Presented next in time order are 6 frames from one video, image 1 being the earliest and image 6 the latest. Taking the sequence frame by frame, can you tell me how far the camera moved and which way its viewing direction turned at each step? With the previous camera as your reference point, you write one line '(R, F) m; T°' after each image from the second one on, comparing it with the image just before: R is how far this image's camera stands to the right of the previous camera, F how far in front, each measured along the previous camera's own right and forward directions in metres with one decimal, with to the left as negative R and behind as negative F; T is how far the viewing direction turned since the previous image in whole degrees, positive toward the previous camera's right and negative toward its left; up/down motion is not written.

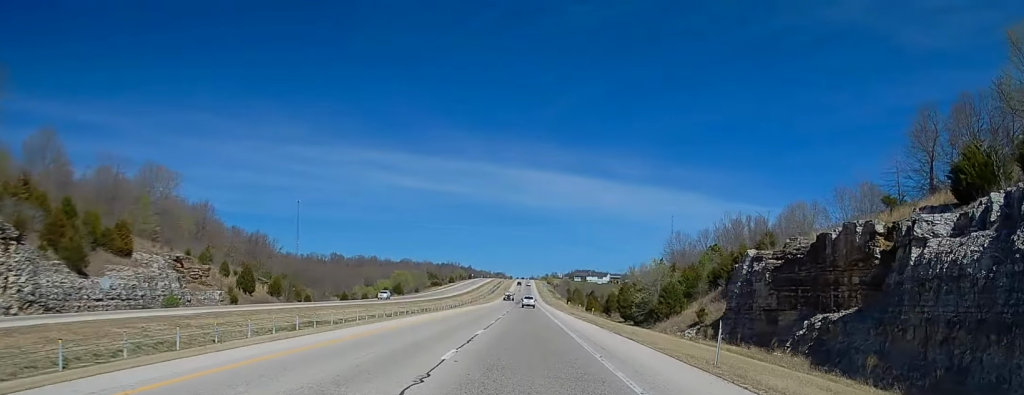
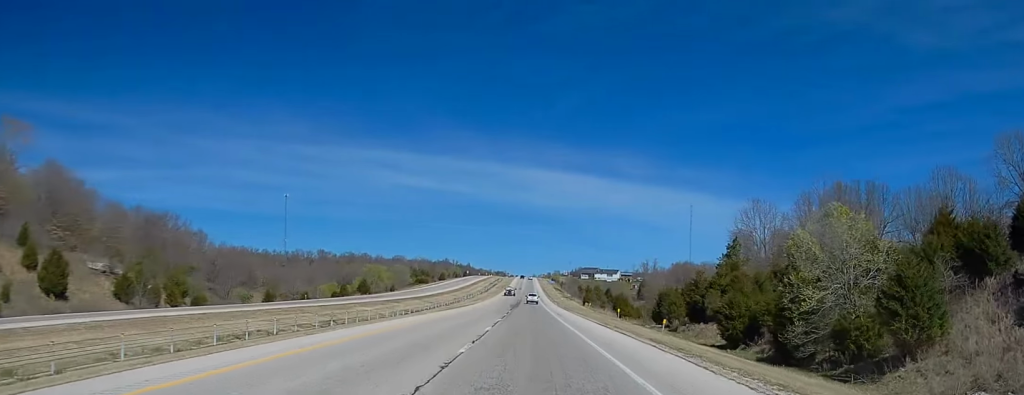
(-0.1, +59.3) m; 0°
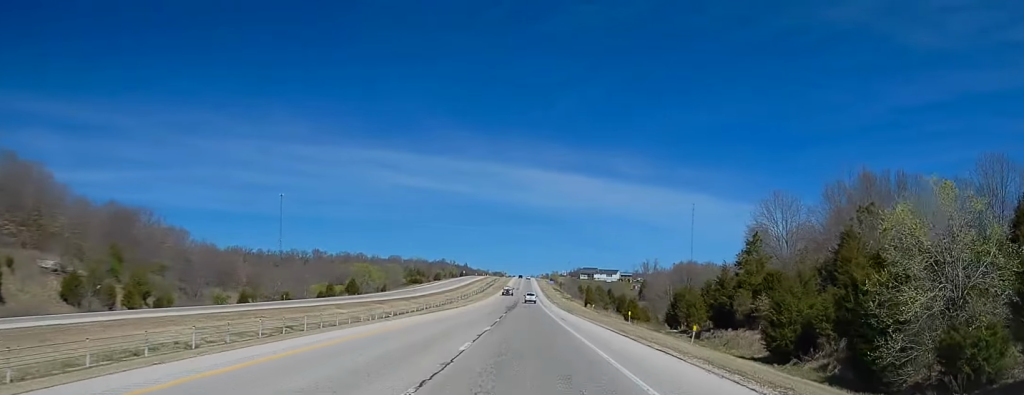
(0.0, +11.2) m; 0°
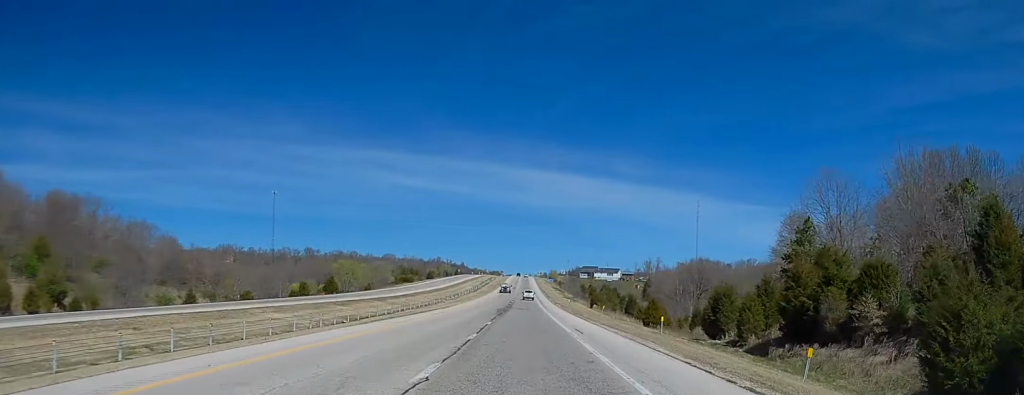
(0.0, +19.9) m; 0°
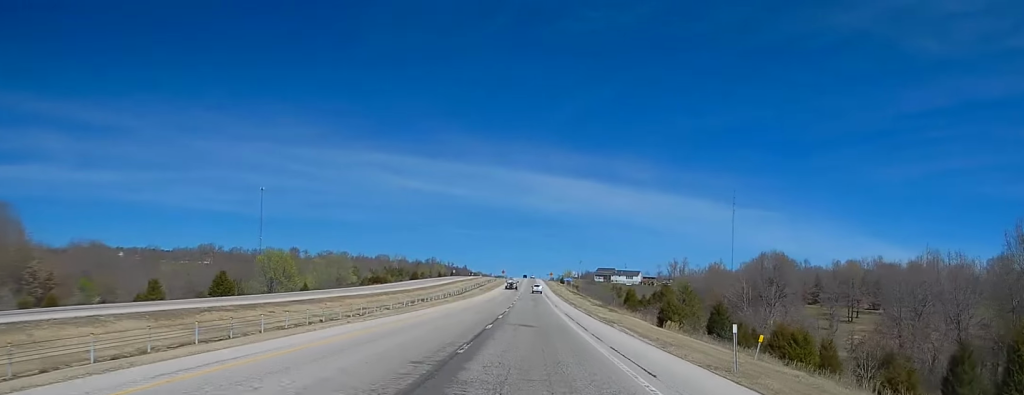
(0.0, +67.9) m; 0°
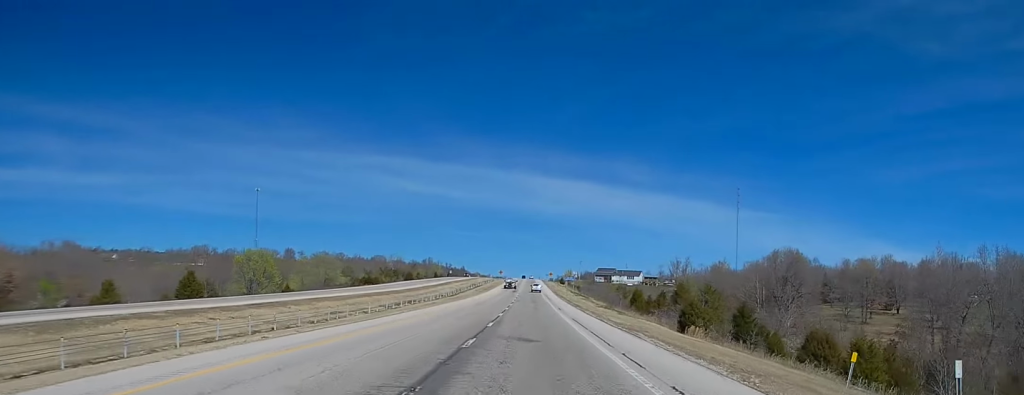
(0.0, +10.8) m; 0°
